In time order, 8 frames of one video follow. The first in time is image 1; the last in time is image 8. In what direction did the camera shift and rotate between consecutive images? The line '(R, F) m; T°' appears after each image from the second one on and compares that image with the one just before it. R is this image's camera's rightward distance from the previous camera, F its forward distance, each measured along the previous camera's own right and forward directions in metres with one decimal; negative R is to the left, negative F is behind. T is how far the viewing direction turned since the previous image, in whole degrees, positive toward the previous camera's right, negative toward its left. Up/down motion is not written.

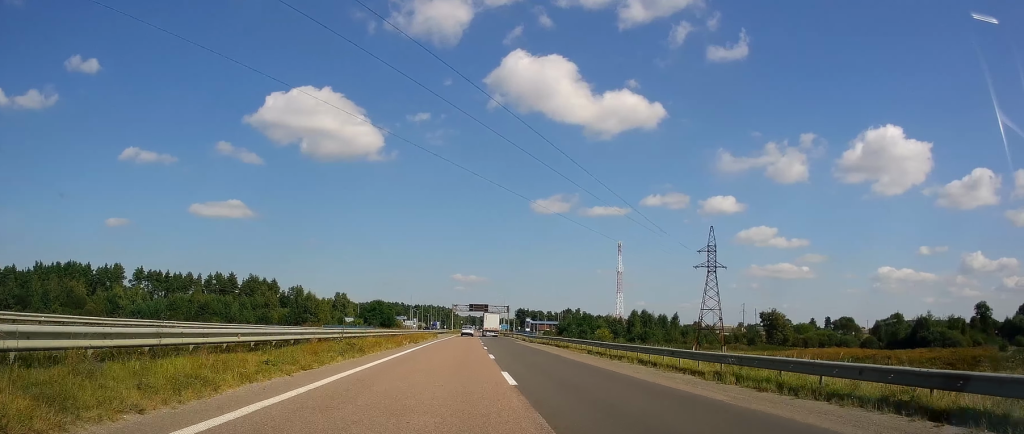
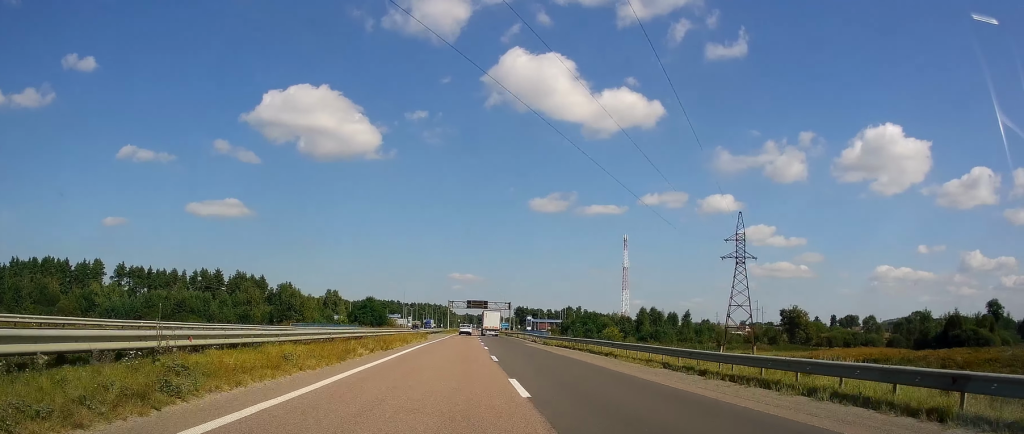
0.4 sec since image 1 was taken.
(-0.1, +14.2) m; 0°
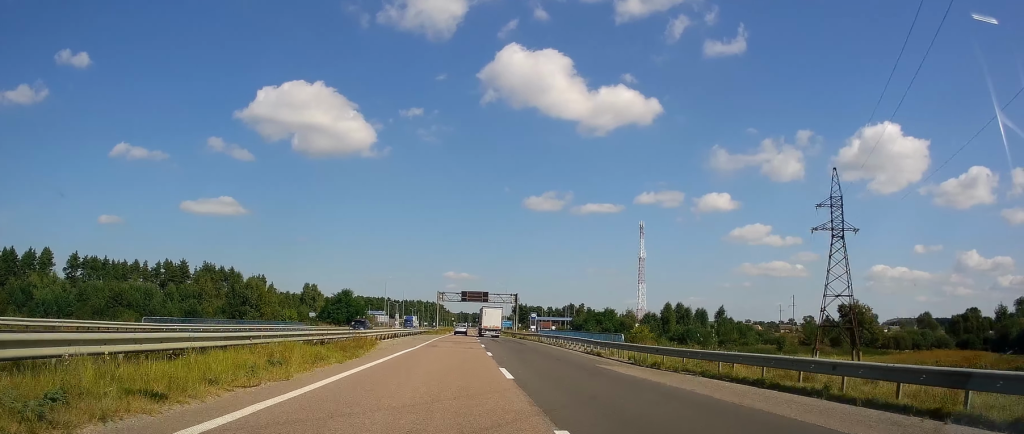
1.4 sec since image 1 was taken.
(+0.6, +32.7) m; +2°
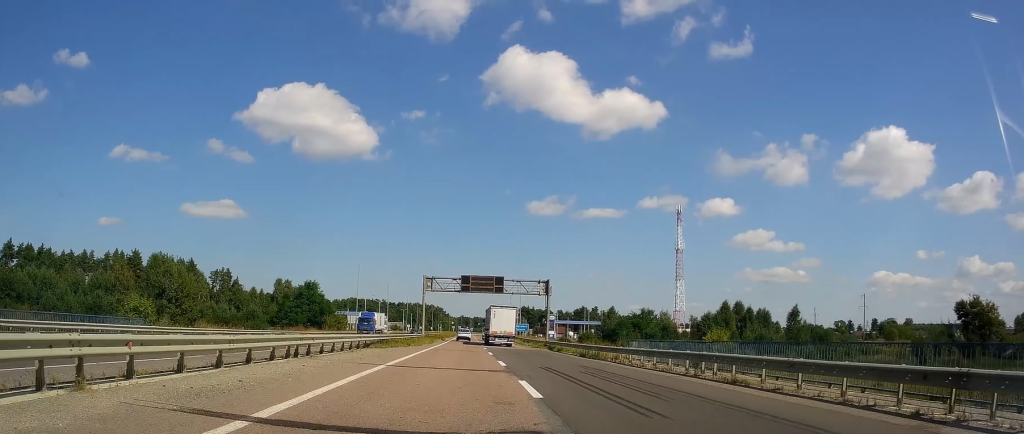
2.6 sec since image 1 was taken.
(+0.5, +42.8) m; 0°
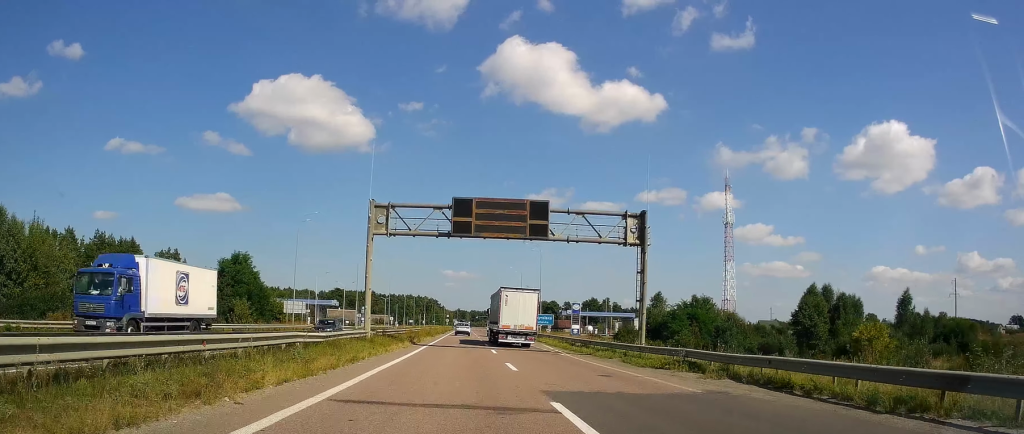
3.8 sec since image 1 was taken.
(-0.3, +41.5) m; 0°
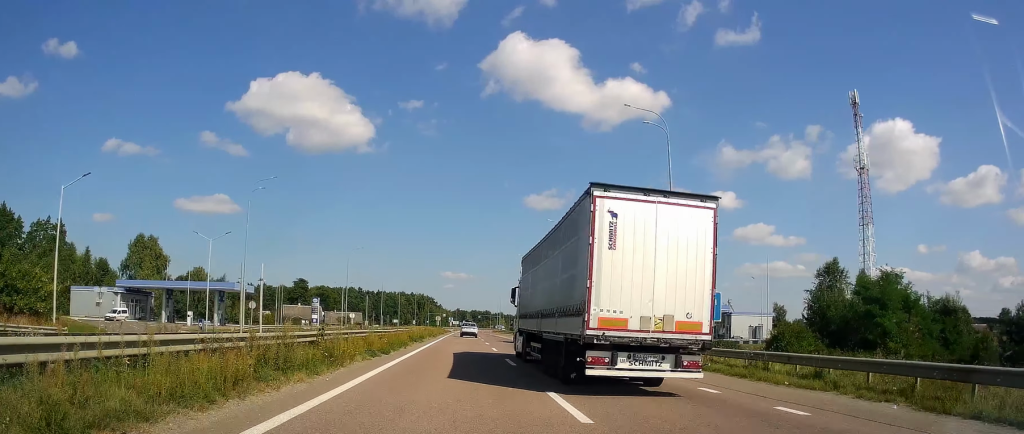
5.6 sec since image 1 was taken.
(+0.2, +59.9) m; 0°
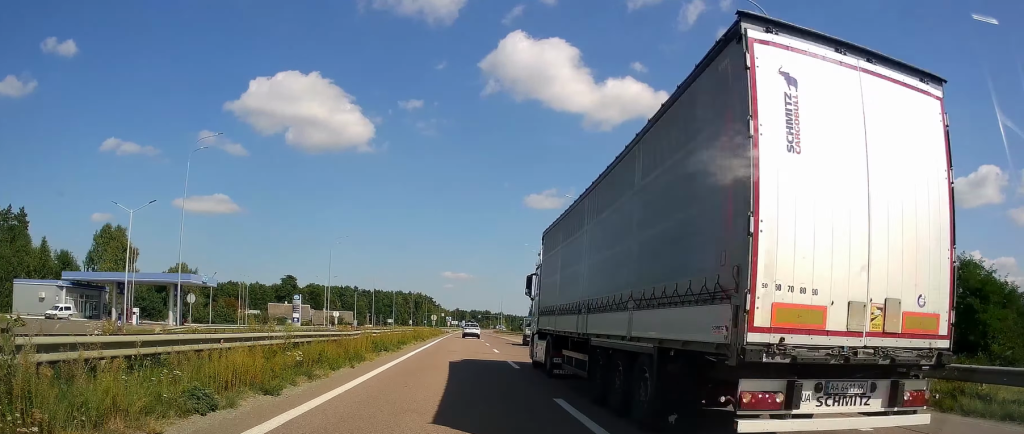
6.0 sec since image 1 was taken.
(-0.2, +14.2) m; 0°
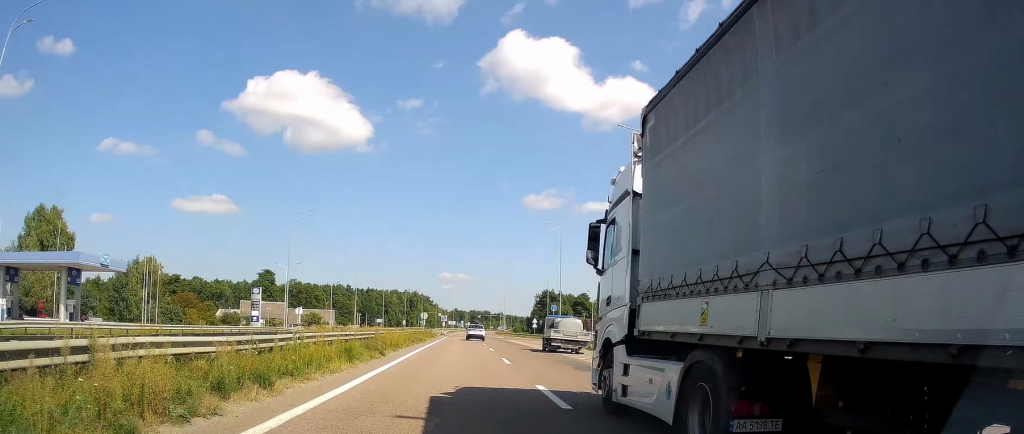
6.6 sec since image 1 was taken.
(0.0, +21.4) m; 0°
